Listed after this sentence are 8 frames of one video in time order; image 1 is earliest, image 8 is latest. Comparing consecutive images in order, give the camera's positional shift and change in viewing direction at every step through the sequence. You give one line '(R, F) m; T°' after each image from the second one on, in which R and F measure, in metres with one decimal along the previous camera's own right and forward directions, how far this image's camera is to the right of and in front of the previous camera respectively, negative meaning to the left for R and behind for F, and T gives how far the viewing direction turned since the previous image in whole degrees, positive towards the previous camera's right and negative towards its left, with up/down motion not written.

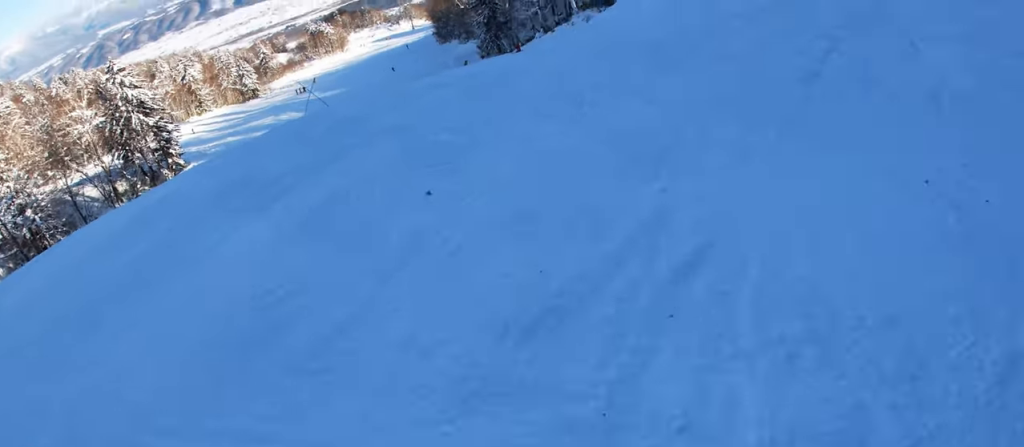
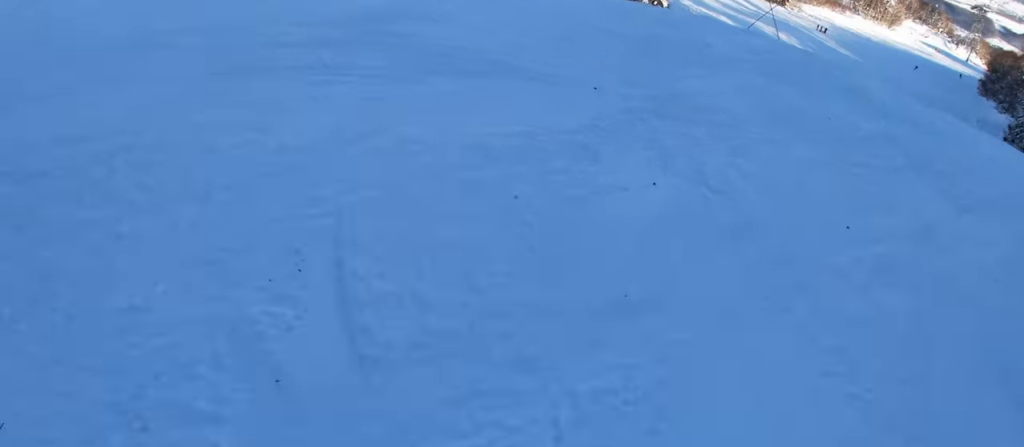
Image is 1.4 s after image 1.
(-1.9, +4.8) m; -28°
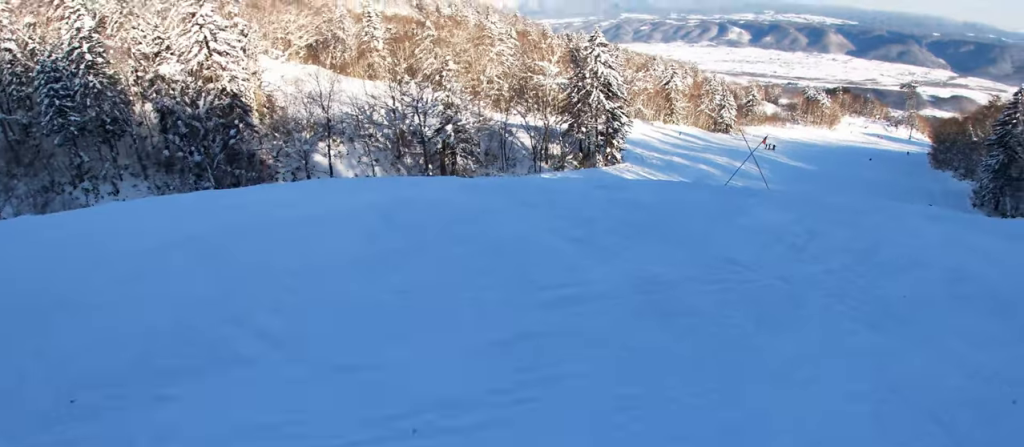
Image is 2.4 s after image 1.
(+0.5, +3.3) m; +12°
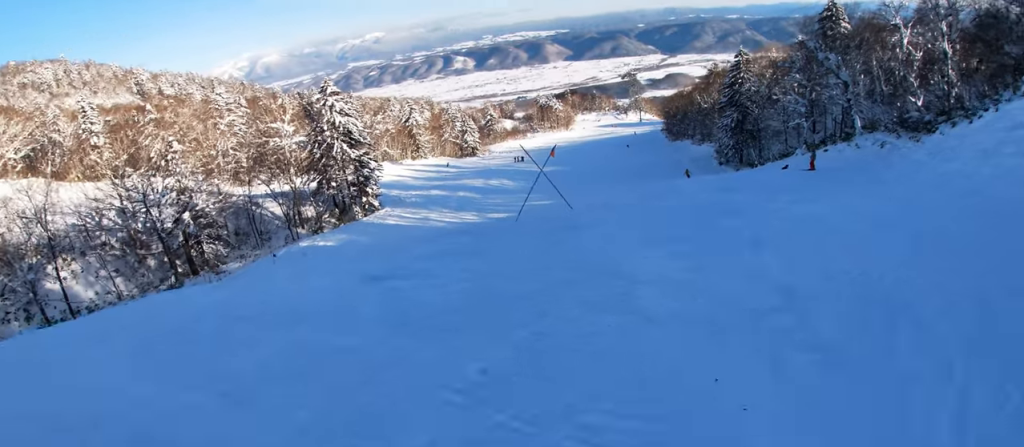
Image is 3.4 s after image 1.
(+0.5, +4.0) m; +10°
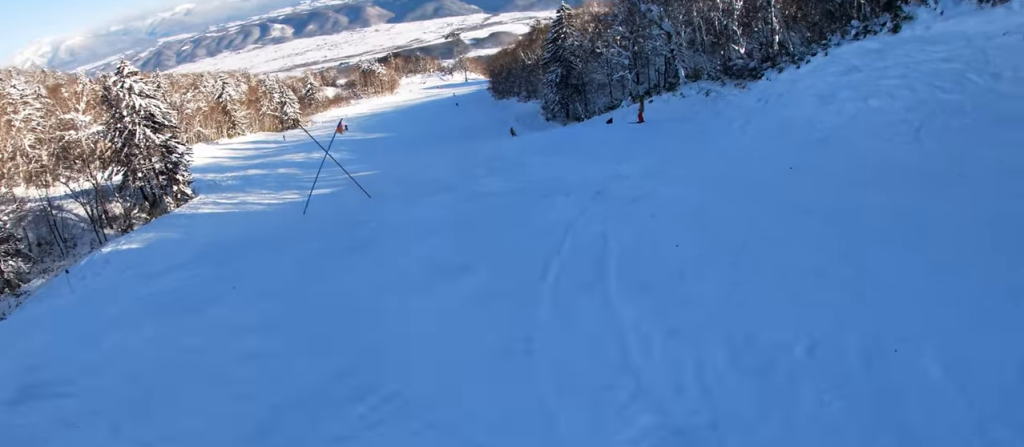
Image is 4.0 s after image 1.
(-0.3, +2.4) m; +2°
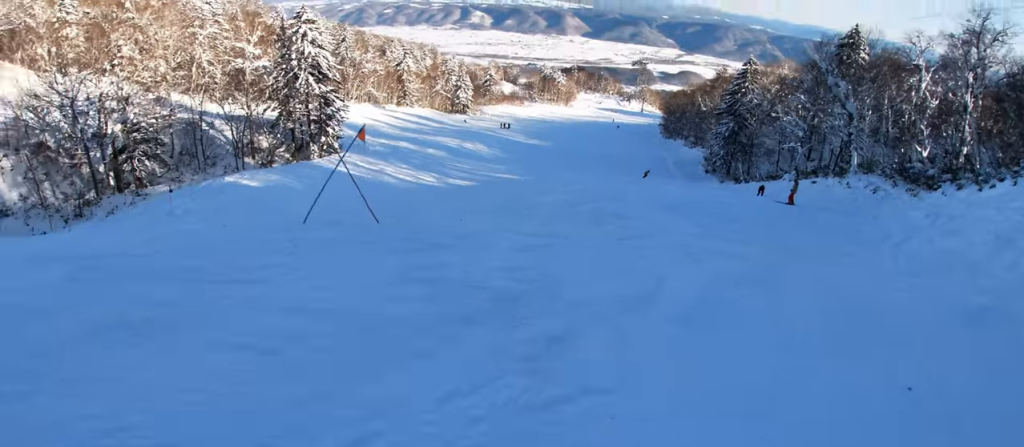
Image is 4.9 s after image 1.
(+0.9, +3.3) m; +6°
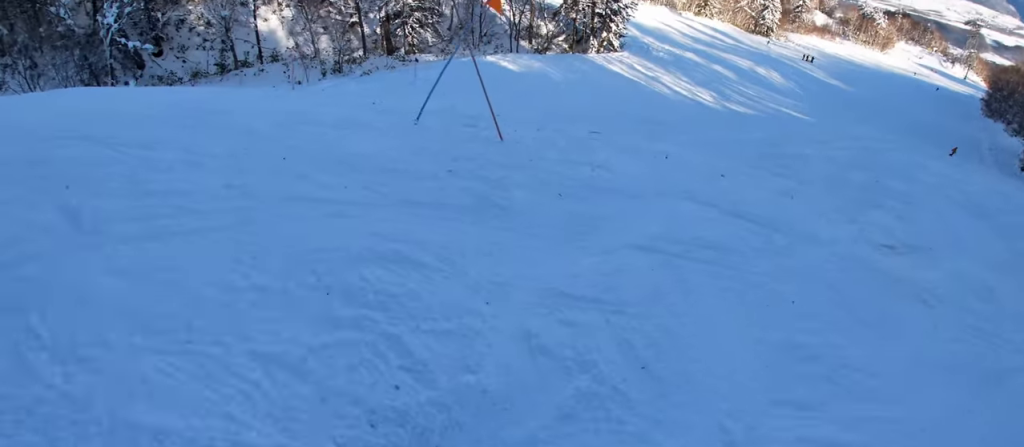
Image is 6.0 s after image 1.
(-0.6, +3.9) m; -1°
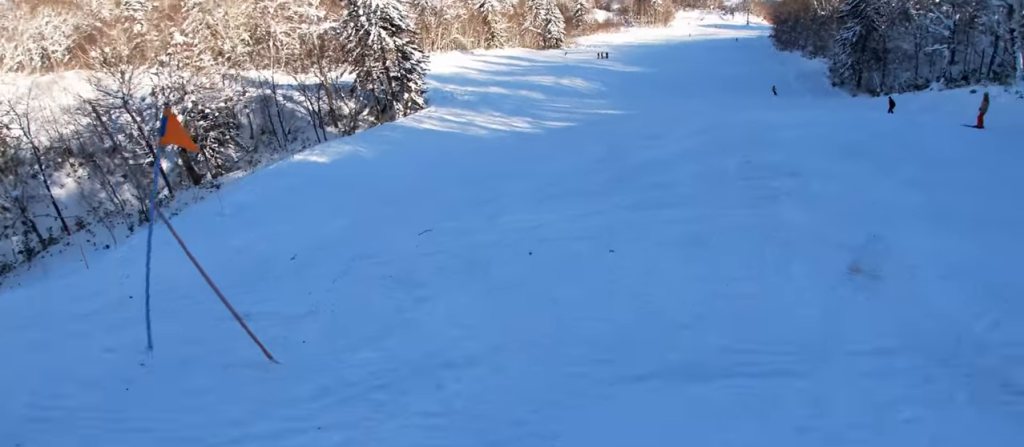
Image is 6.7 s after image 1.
(+0.3, +3.3) m; +12°
